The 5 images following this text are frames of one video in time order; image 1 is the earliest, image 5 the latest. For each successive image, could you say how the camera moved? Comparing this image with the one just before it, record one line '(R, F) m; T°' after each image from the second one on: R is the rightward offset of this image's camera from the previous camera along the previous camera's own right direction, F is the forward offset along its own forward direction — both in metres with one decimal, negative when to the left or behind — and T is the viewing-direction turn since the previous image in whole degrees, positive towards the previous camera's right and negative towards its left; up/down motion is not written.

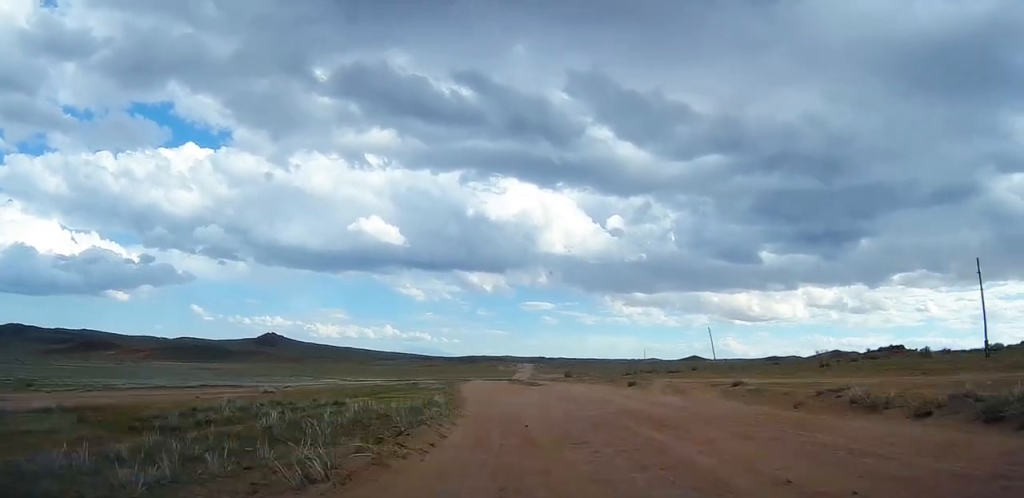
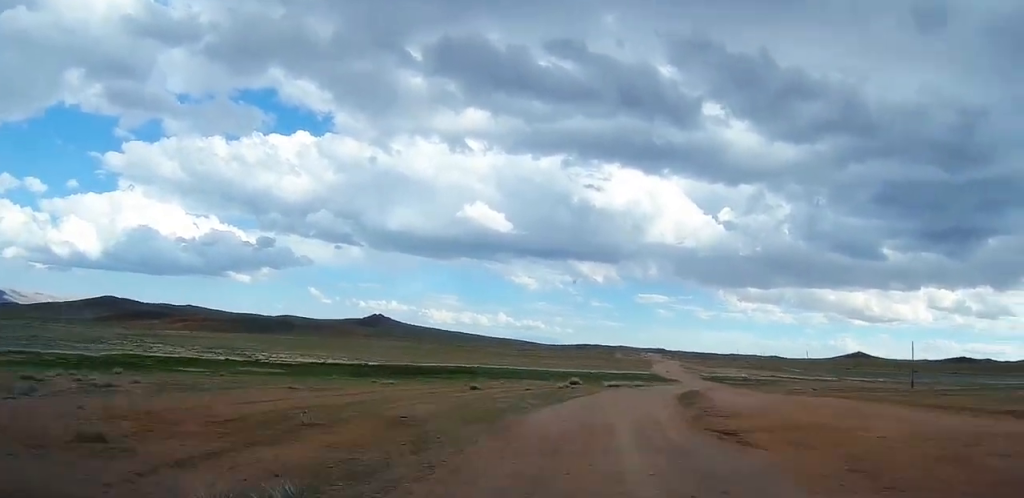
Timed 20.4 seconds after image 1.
(-4.5, +178.7) m; +2°
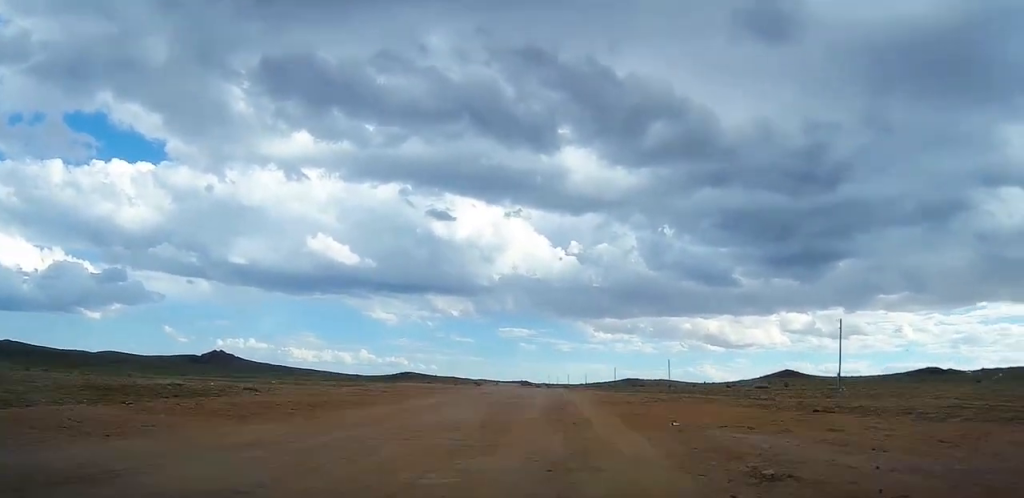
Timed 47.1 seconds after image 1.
(+9.1, +238.9) m; -1°
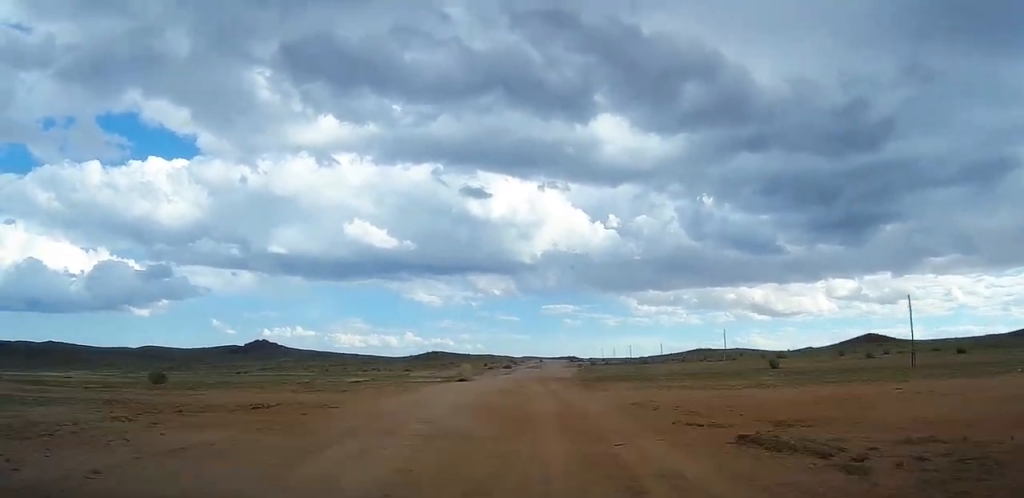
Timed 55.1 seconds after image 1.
(-1.7, +76.3) m; 0°
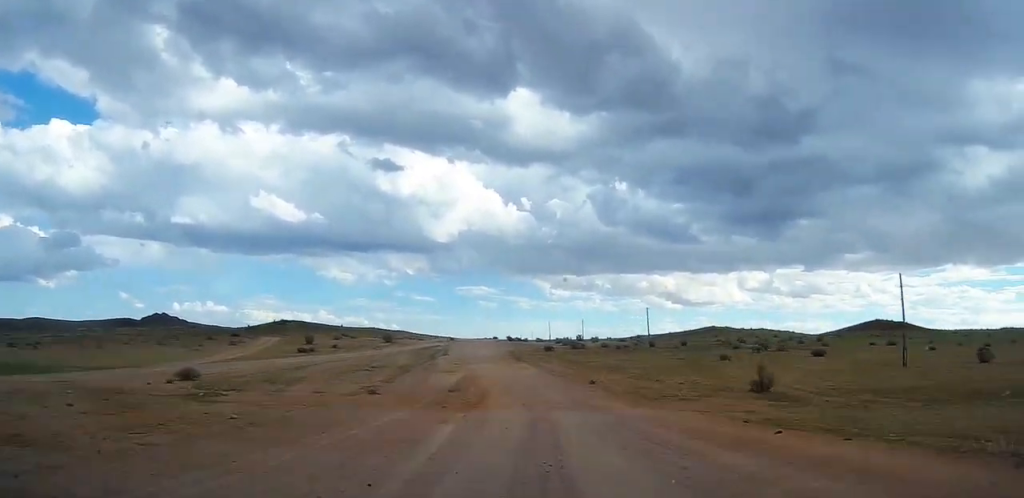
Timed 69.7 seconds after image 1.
(+3.0, +145.2) m; +1°
